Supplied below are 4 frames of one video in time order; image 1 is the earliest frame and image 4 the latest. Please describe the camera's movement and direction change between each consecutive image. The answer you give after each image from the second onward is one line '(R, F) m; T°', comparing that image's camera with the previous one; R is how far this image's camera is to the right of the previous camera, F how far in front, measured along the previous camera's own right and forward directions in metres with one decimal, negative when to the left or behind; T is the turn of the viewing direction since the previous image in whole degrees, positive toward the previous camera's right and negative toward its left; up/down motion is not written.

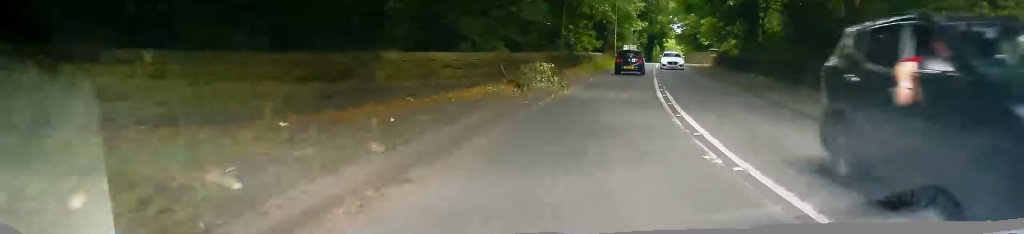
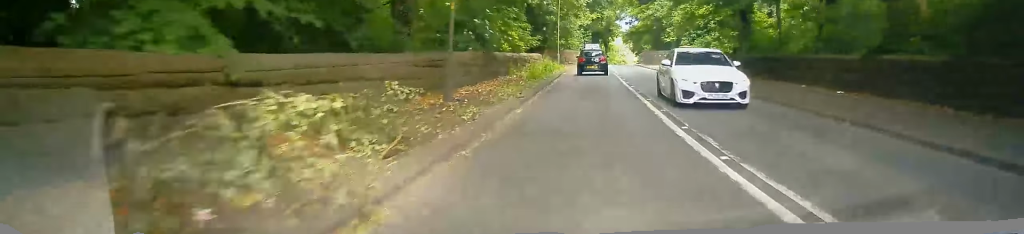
(+1.8, +15.8) m; +6°
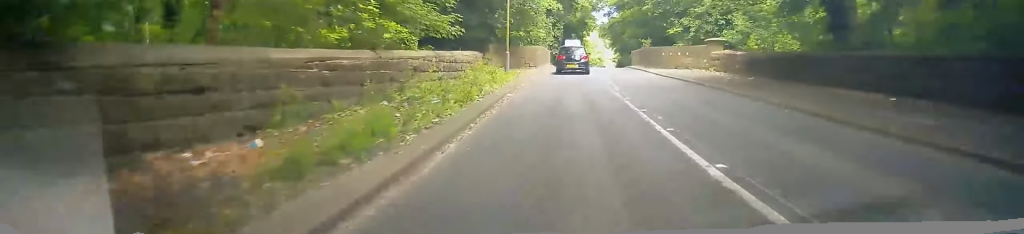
(0.0, +20.2) m; -1°
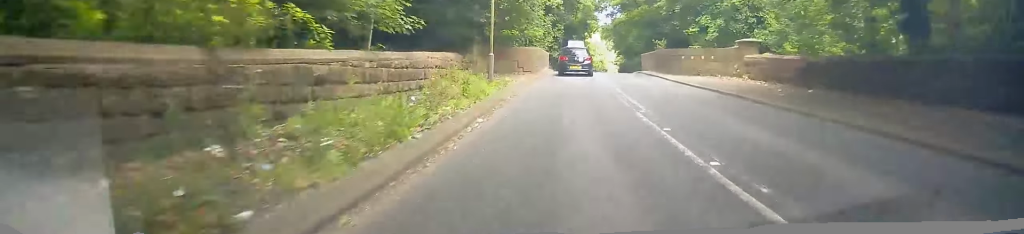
(+0.1, +6.3) m; -1°
